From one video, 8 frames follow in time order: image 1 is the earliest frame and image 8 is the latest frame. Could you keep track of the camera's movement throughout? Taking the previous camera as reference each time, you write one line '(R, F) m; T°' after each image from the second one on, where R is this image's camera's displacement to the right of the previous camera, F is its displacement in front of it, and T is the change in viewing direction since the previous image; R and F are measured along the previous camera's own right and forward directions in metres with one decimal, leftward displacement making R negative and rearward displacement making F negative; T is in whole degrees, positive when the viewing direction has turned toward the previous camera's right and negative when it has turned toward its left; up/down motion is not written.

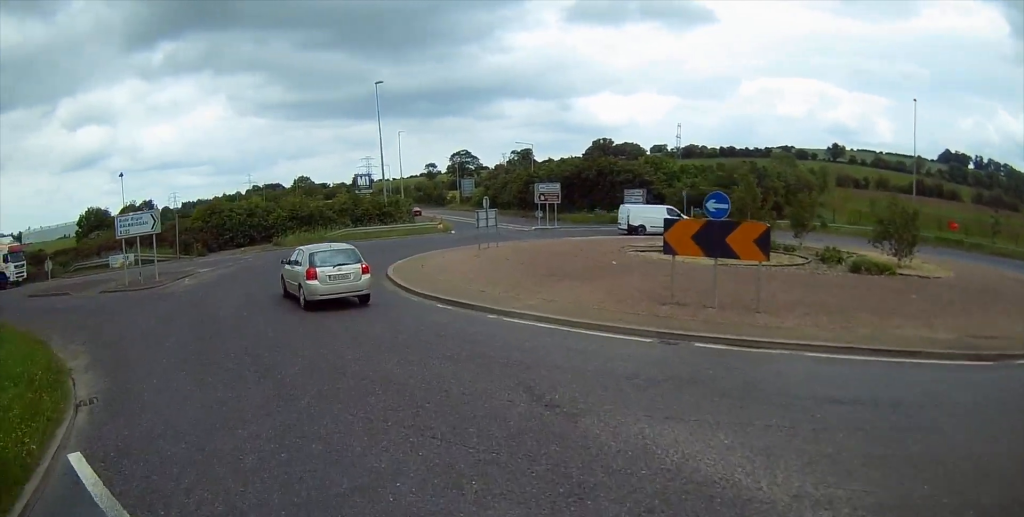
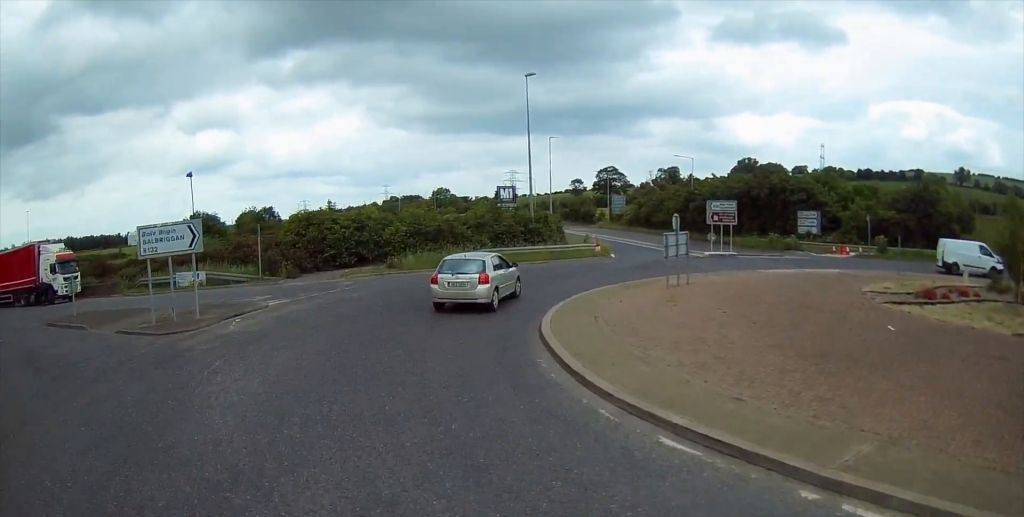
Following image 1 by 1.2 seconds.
(-1.2, +8.0) m; -13°
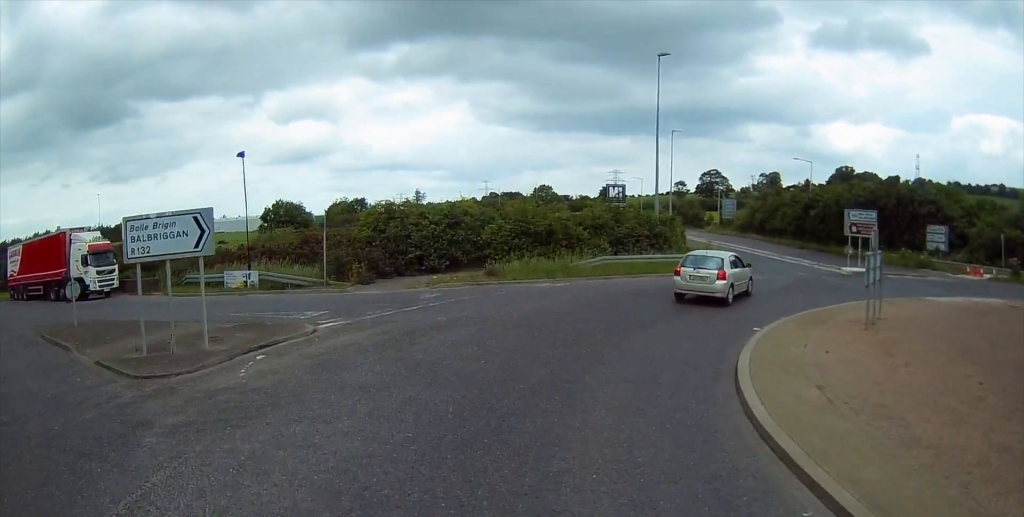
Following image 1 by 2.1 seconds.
(-0.4, +6.1) m; -5°
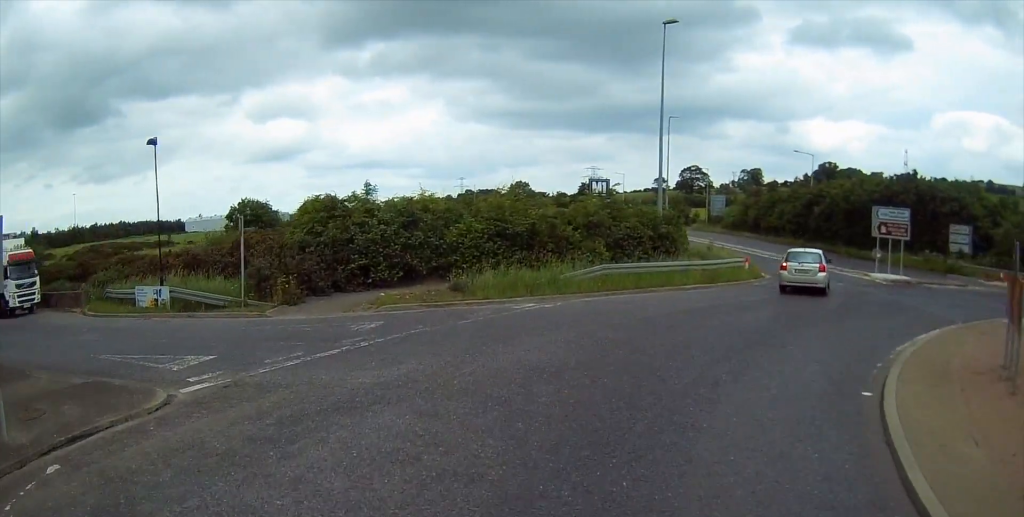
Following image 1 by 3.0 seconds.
(-0.2, +6.4) m; 0°
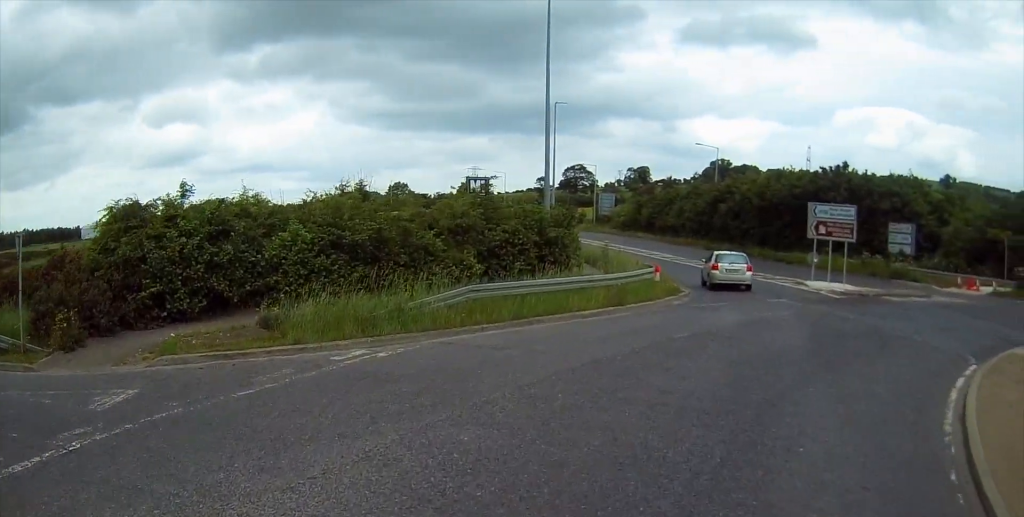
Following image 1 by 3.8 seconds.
(+0.2, +5.9) m; +4°
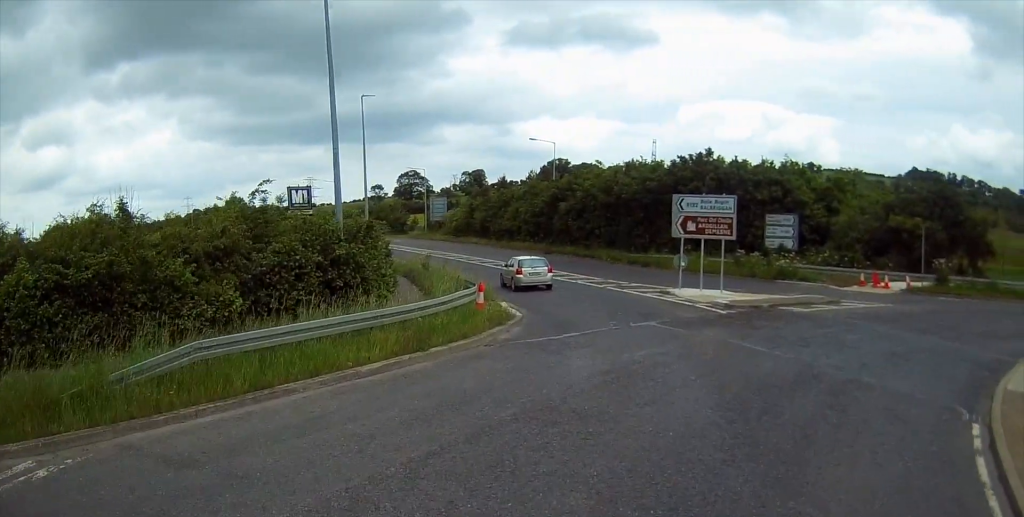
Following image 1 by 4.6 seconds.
(+0.3, +5.1) m; +13°
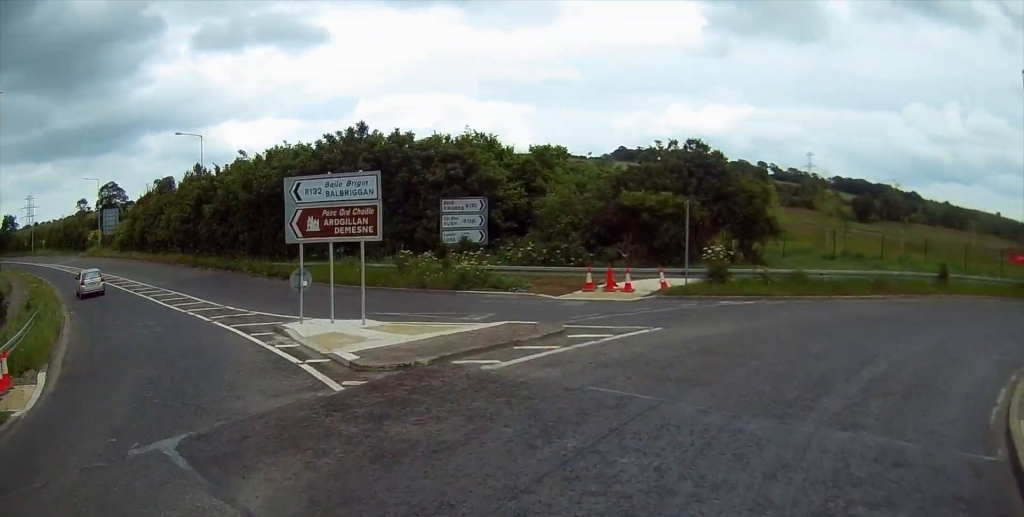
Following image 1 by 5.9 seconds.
(+2.0, +8.2) m; +25°
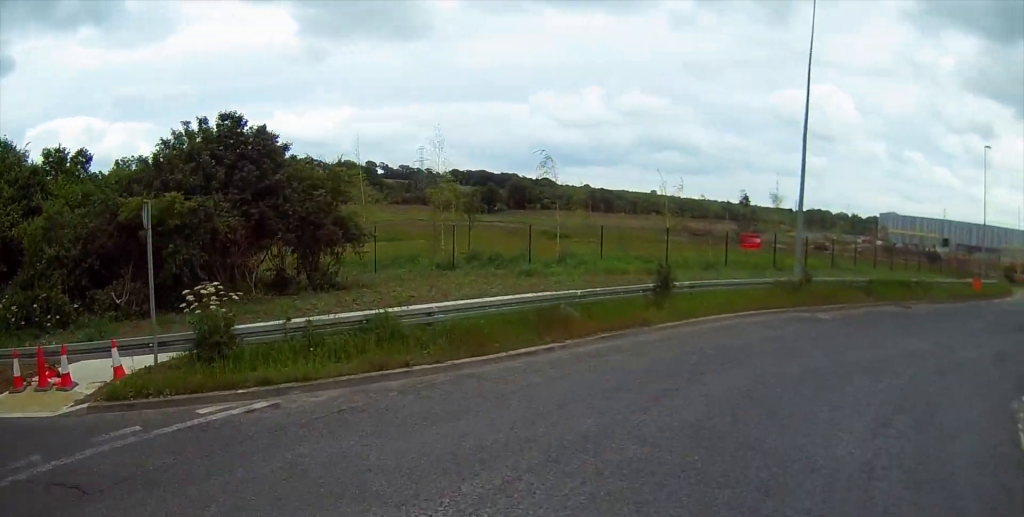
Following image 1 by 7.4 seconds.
(+2.5, +10.8) m; +30°
